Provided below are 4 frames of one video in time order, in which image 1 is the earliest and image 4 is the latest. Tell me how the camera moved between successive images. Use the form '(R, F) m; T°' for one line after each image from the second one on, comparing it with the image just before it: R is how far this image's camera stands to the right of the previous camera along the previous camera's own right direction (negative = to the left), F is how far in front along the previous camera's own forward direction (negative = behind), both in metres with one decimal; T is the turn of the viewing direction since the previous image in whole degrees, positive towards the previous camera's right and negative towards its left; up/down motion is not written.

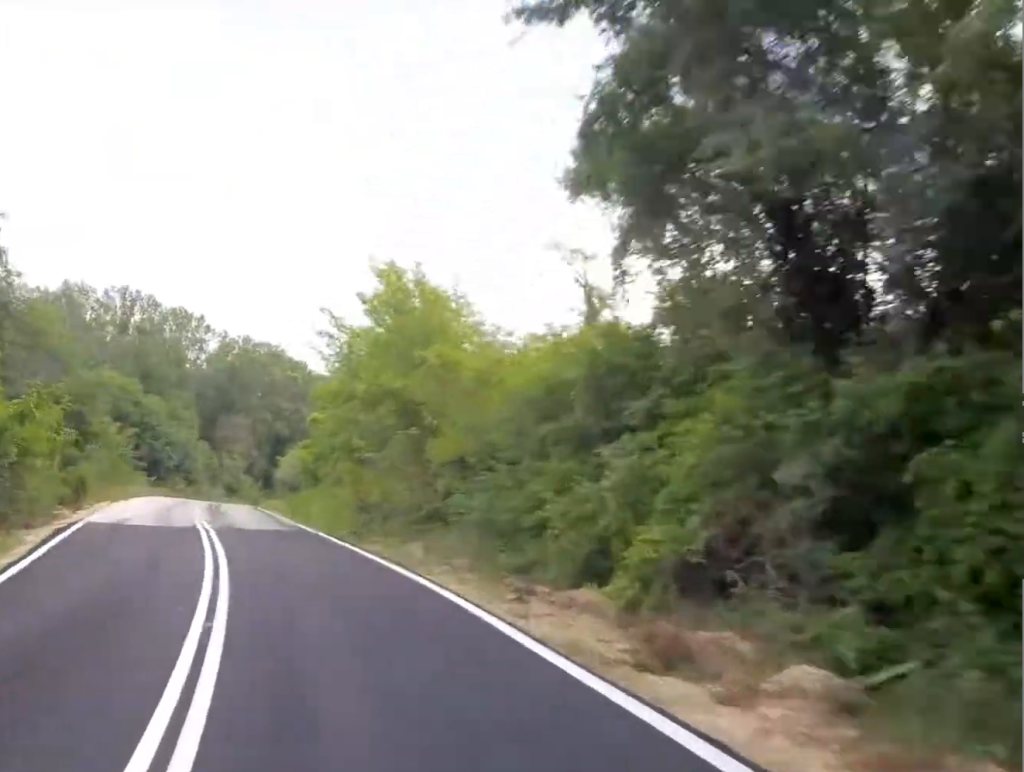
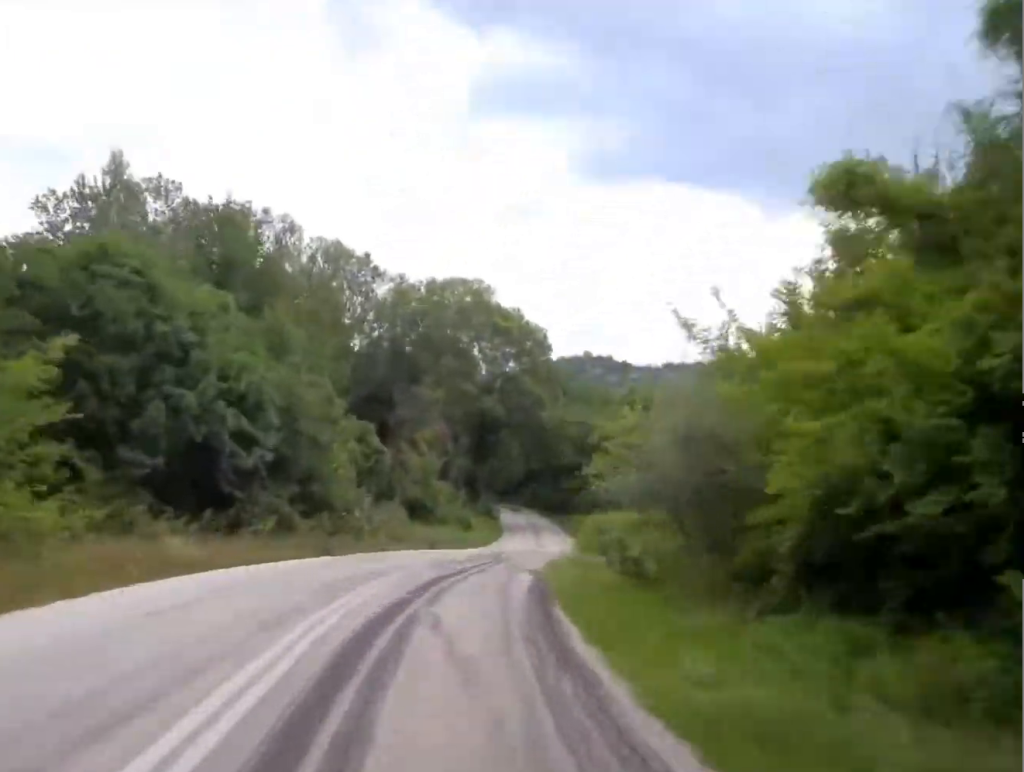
(+1.0, +42.1) m; +4°
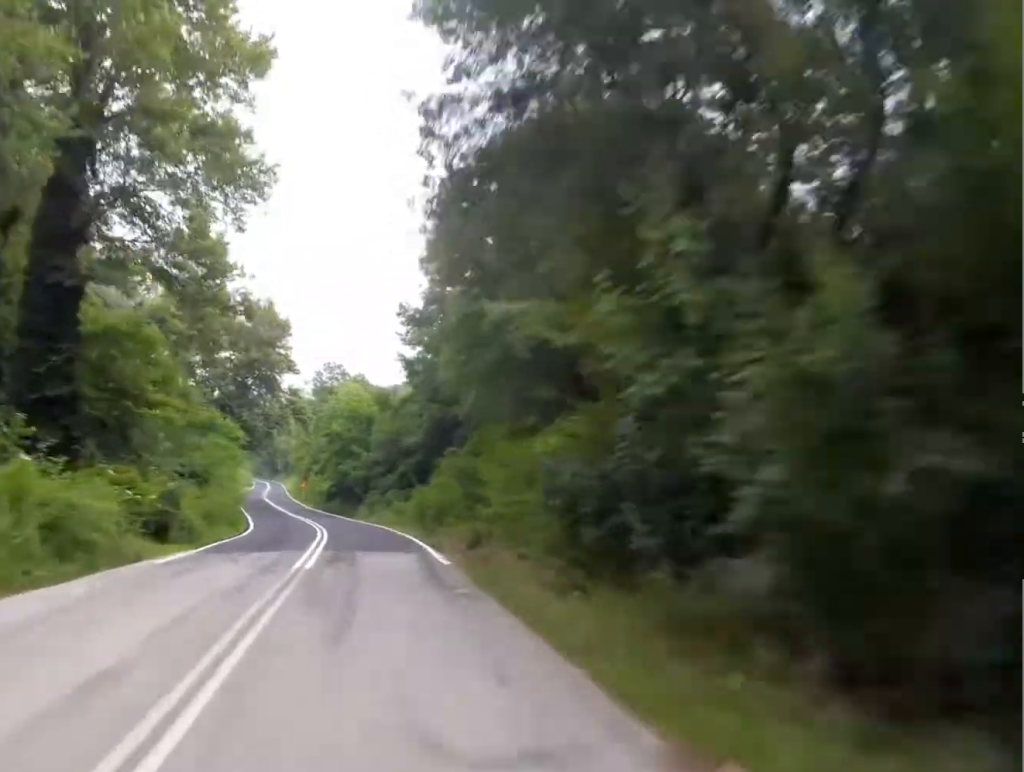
(-1.0, +101.6) m; -7°
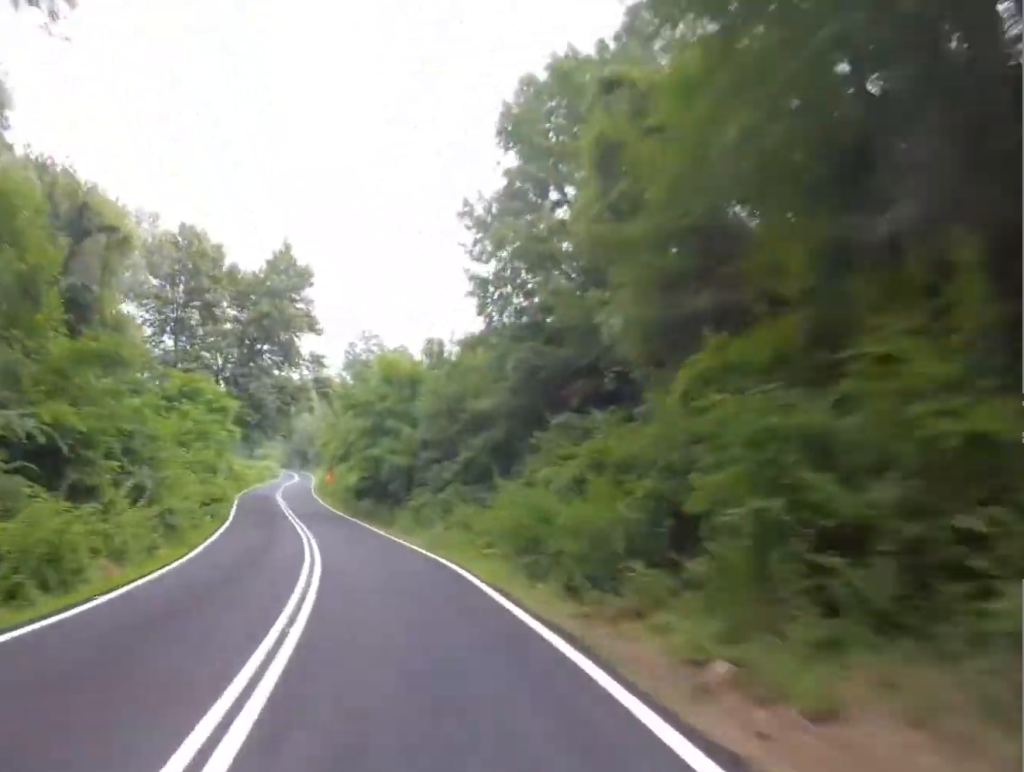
(-0.6, +21.8) m; -2°
